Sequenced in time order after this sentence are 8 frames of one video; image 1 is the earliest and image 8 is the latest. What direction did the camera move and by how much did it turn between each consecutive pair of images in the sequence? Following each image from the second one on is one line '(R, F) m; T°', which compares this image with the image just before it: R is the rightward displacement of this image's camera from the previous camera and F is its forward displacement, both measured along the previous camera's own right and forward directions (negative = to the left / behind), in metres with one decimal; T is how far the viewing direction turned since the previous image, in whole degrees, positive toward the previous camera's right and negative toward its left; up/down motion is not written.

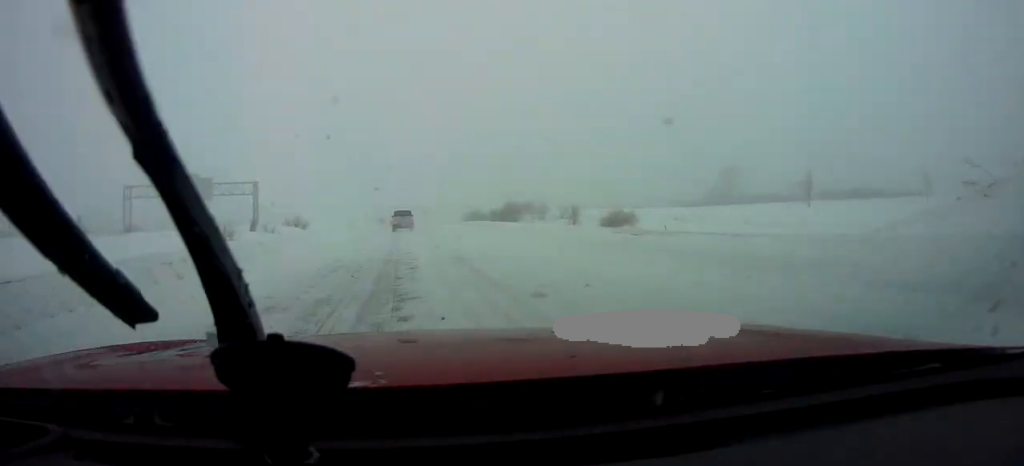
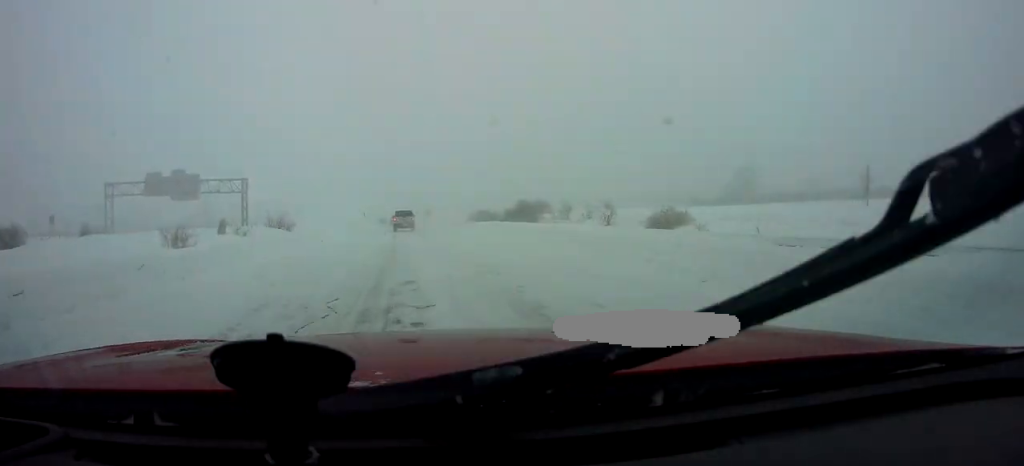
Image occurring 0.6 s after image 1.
(+0.1, +7.7) m; -1°
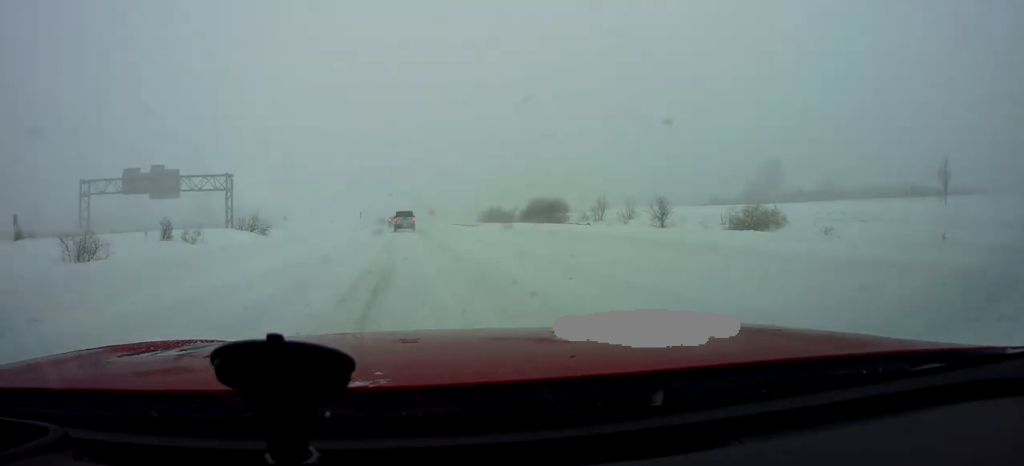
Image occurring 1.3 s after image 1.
(-0.5, +8.5) m; 0°
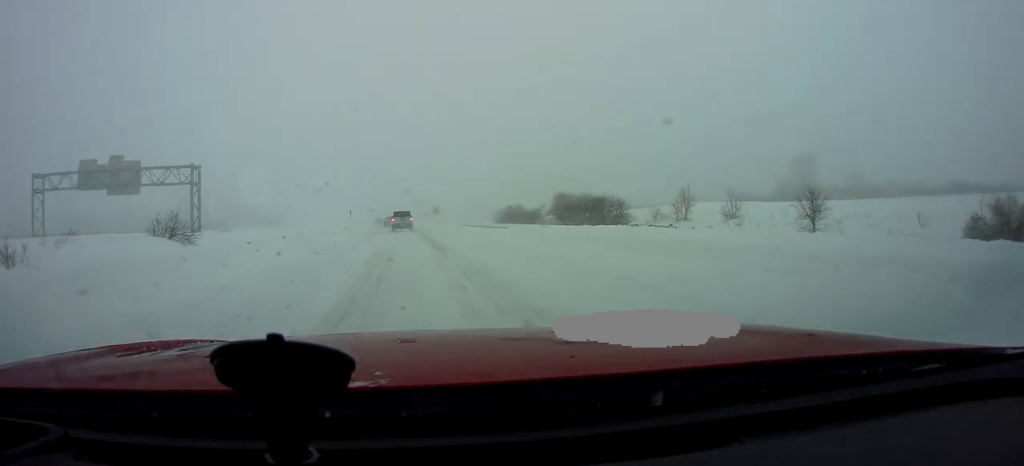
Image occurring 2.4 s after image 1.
(+0.5, +12.9) m; +1°
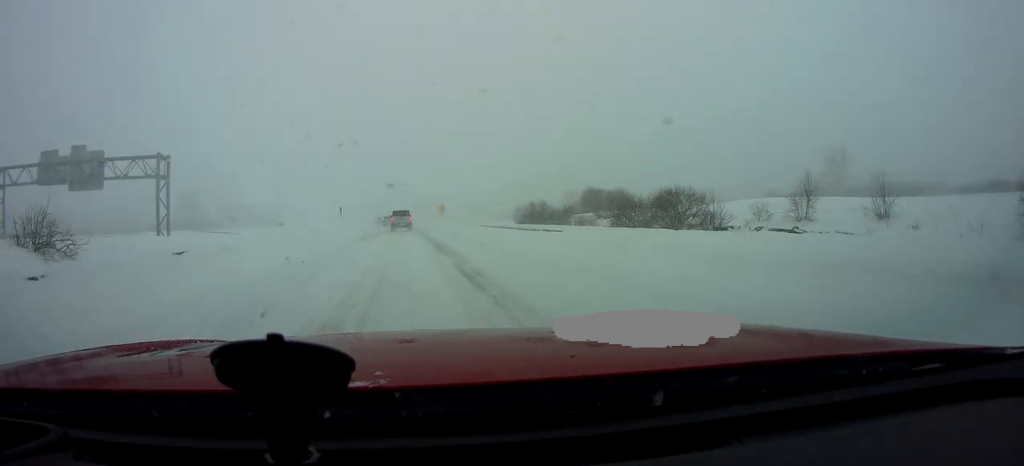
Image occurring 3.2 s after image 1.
(-0.2, +9.5) m; 0°
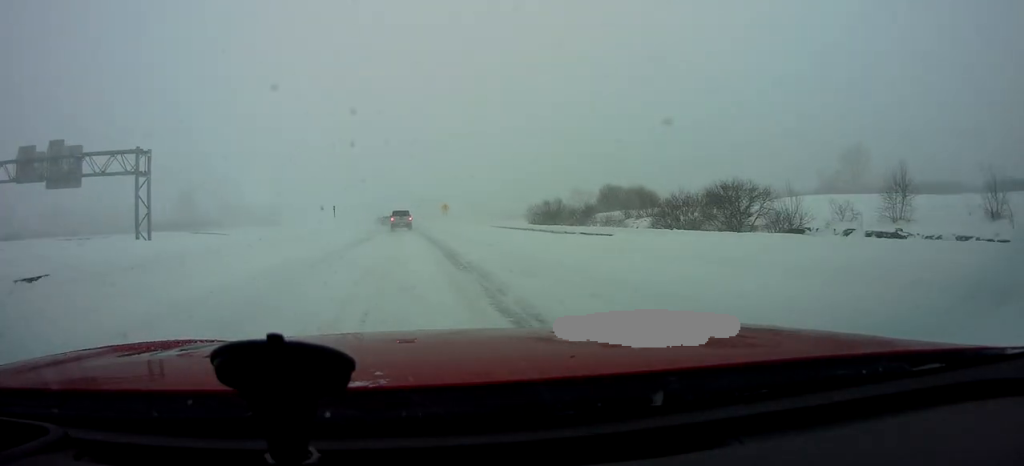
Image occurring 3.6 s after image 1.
(-0.1, +4.6) m; 0°
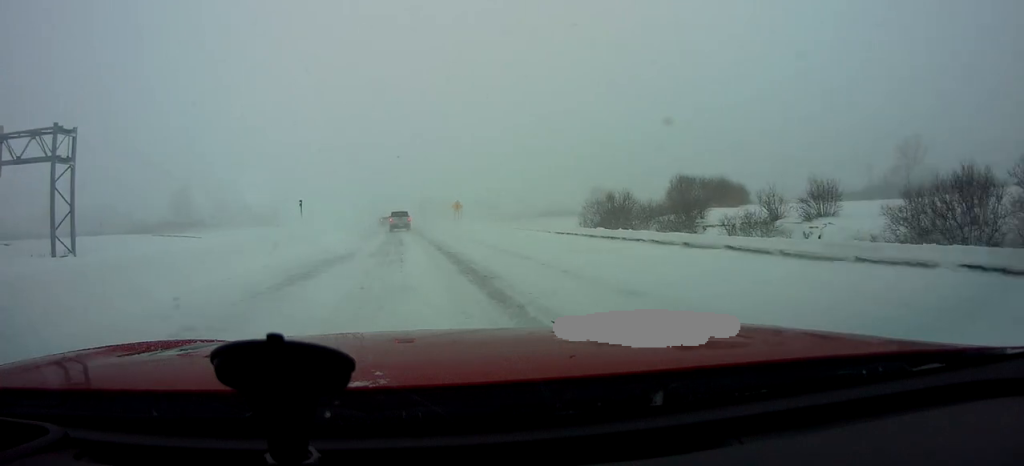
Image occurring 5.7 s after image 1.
(+0.9, +23.3) m; +2°
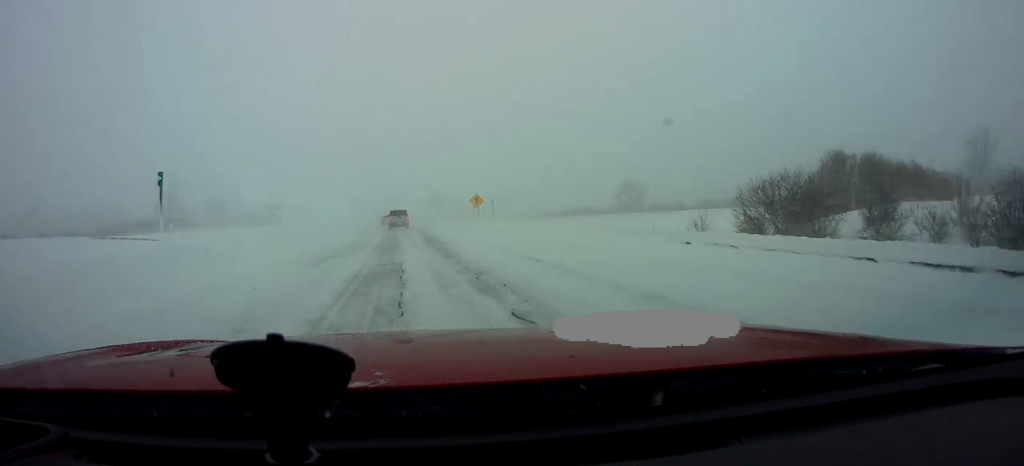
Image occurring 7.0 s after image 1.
(-0.3, +15.8) m; -1°
